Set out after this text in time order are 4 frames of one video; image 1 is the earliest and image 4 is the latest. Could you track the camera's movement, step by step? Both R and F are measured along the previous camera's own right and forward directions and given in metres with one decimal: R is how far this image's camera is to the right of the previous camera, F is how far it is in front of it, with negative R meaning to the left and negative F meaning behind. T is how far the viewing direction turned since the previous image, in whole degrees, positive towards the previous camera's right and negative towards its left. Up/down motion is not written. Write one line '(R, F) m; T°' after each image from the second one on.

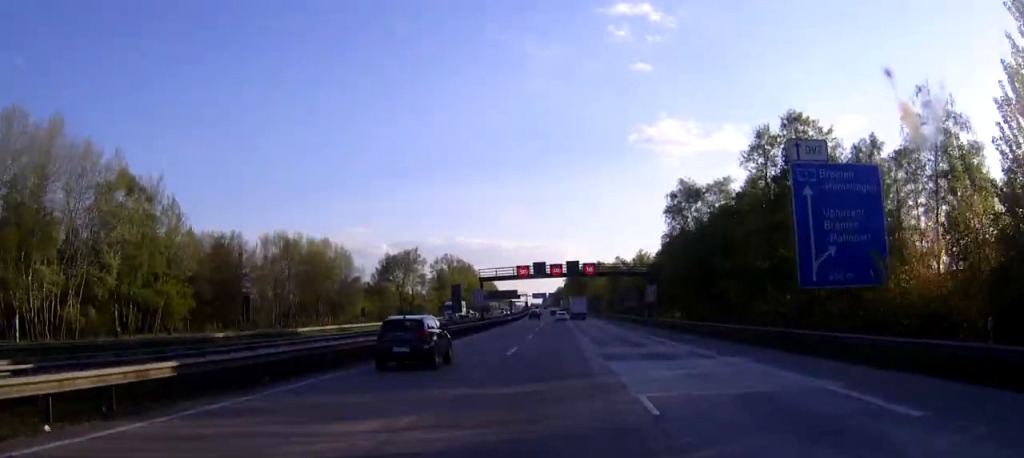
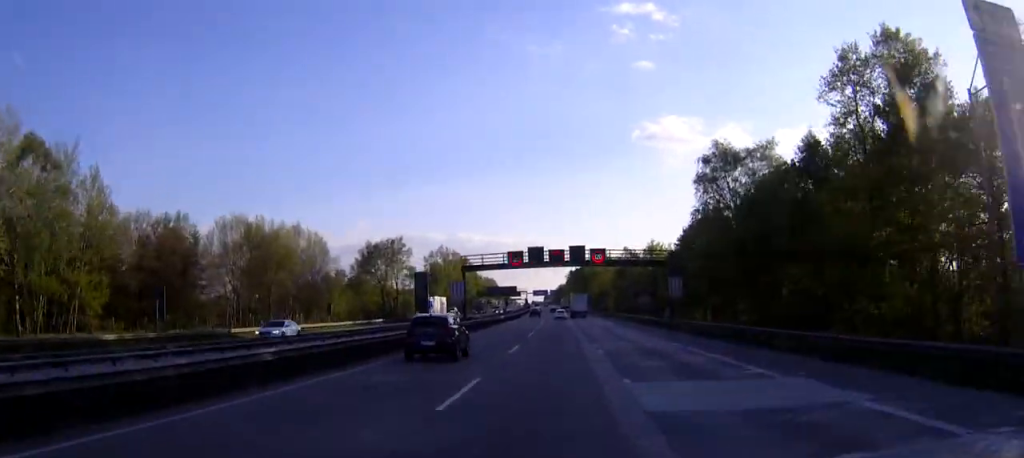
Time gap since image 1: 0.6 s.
(0.0, +16.6) m; 0°
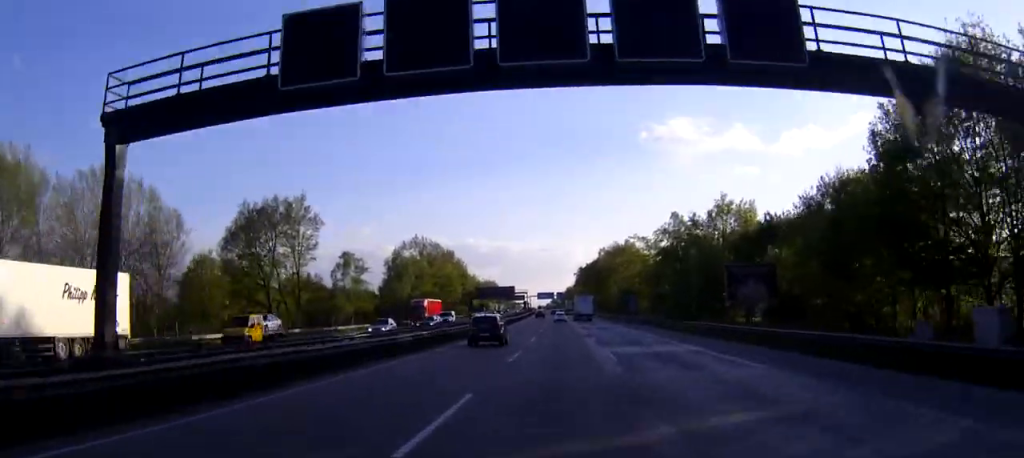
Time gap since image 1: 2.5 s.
(-0.3, +56.8) m; -1°
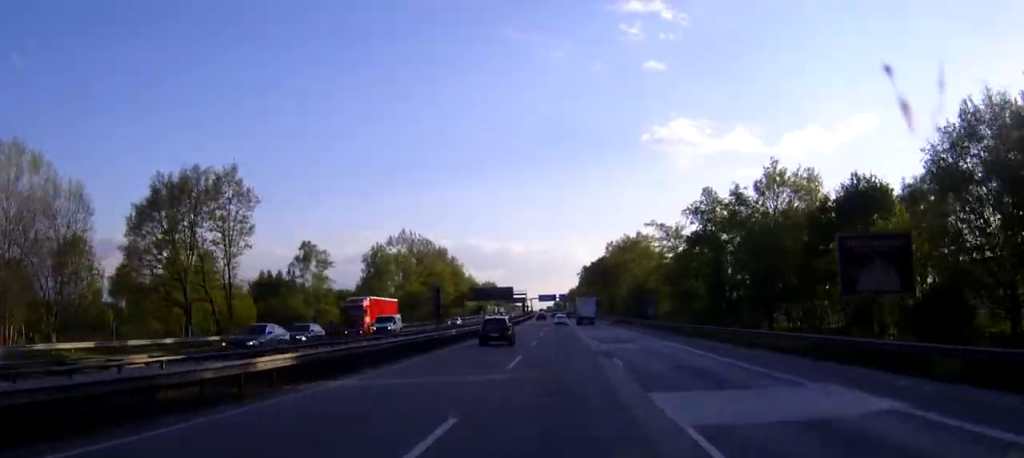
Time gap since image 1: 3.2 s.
(0.0, +19.5) m; 0°
